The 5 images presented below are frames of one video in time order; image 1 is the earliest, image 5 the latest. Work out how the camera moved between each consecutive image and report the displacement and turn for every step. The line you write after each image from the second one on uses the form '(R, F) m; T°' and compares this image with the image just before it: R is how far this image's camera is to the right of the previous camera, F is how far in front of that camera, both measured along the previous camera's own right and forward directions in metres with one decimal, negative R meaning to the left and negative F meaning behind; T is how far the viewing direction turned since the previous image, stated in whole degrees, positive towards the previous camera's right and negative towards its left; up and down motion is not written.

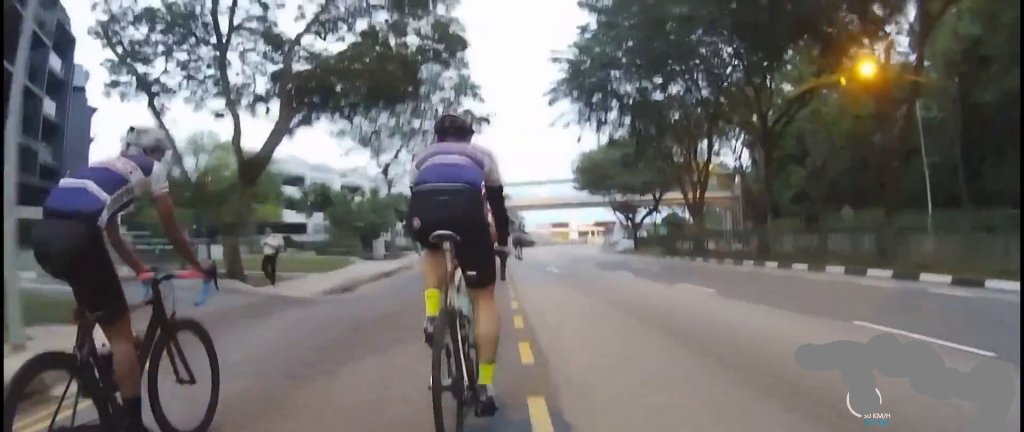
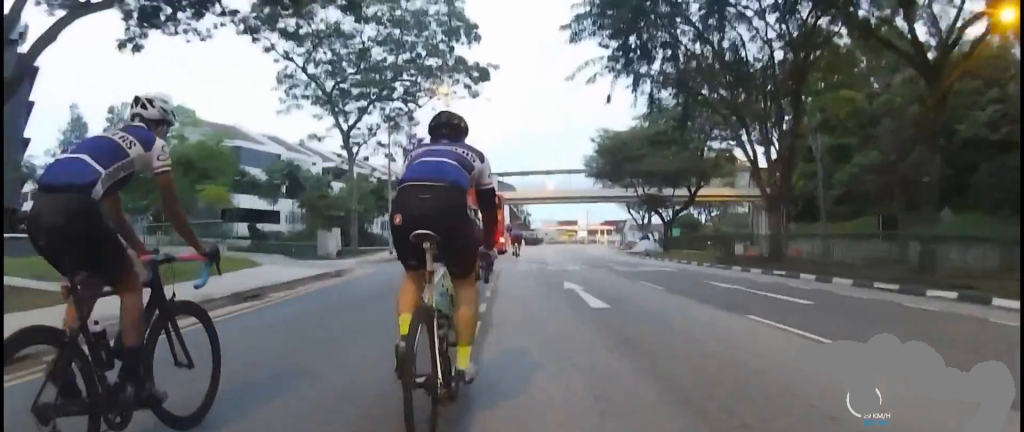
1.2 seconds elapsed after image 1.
(+0.6, +9.7) m; -3°
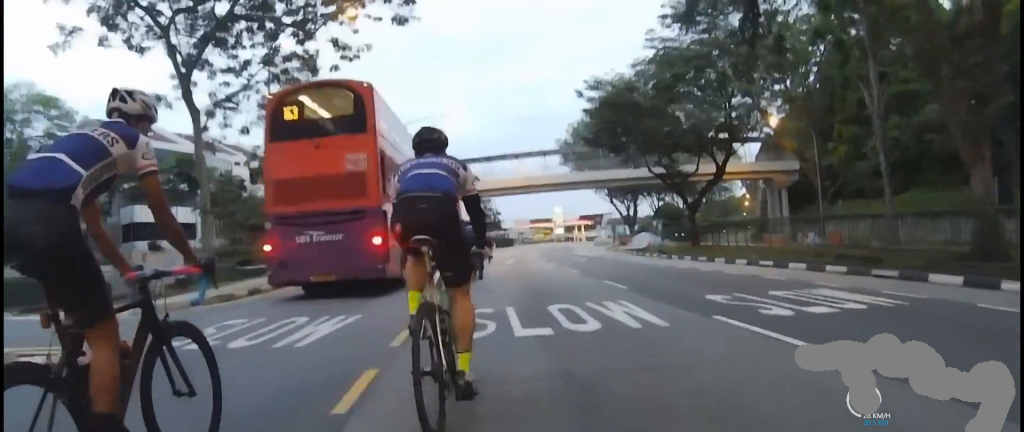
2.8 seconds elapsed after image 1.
(-1.6, +12.4) m; -10°
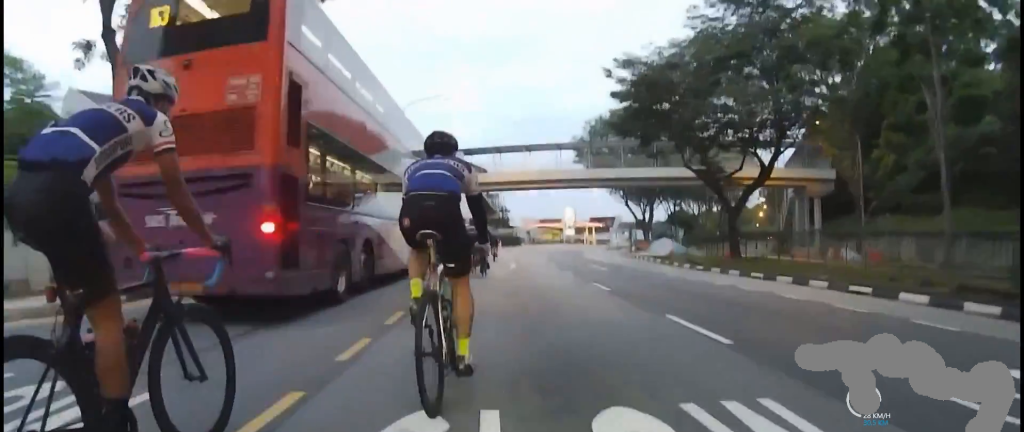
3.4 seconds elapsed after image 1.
(0.0, +5.0) m; 0°
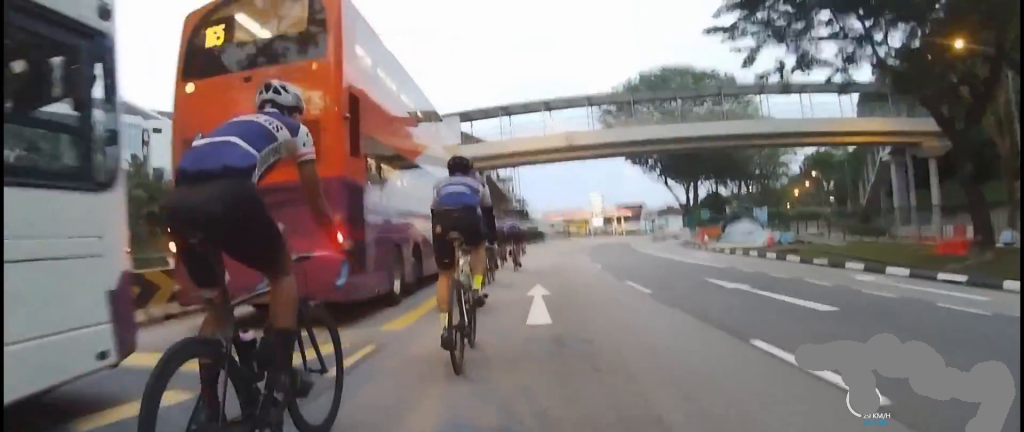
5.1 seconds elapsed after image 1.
(0.0, +14.6) m; 0°
